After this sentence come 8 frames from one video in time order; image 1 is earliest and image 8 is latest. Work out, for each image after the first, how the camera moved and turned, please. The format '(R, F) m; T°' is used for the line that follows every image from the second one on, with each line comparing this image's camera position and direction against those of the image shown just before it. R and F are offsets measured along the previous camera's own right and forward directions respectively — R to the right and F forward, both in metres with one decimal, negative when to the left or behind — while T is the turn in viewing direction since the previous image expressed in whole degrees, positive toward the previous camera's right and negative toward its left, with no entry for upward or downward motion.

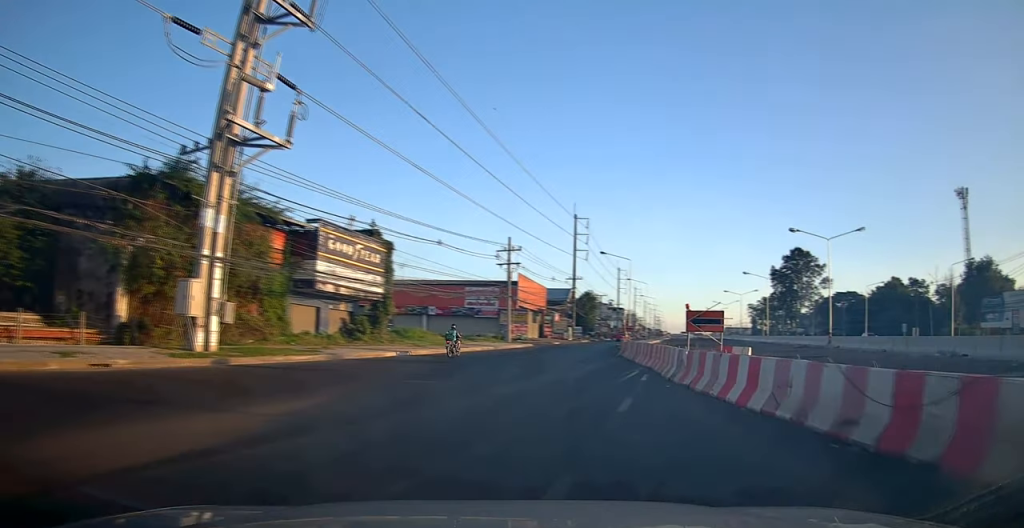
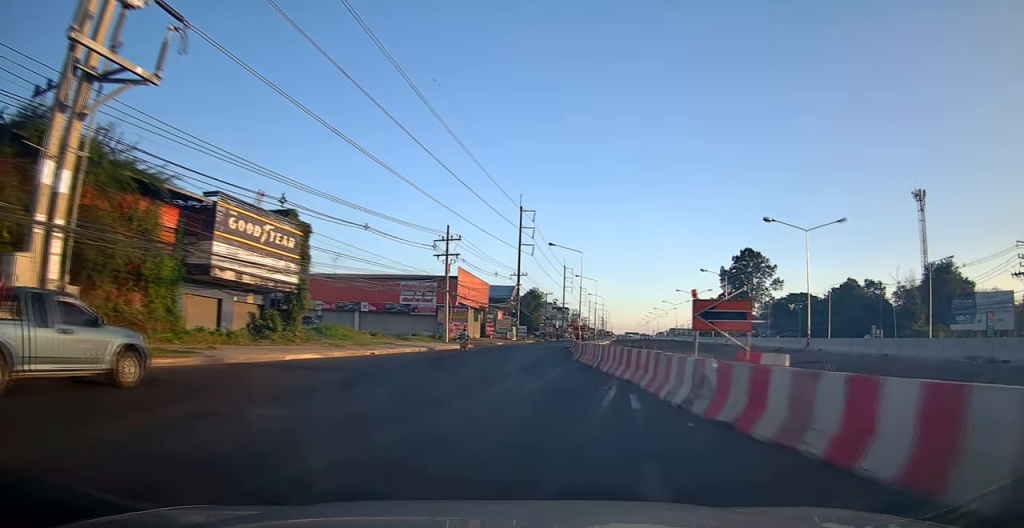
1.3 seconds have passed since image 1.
(+0.9, +5.6) m; +9°
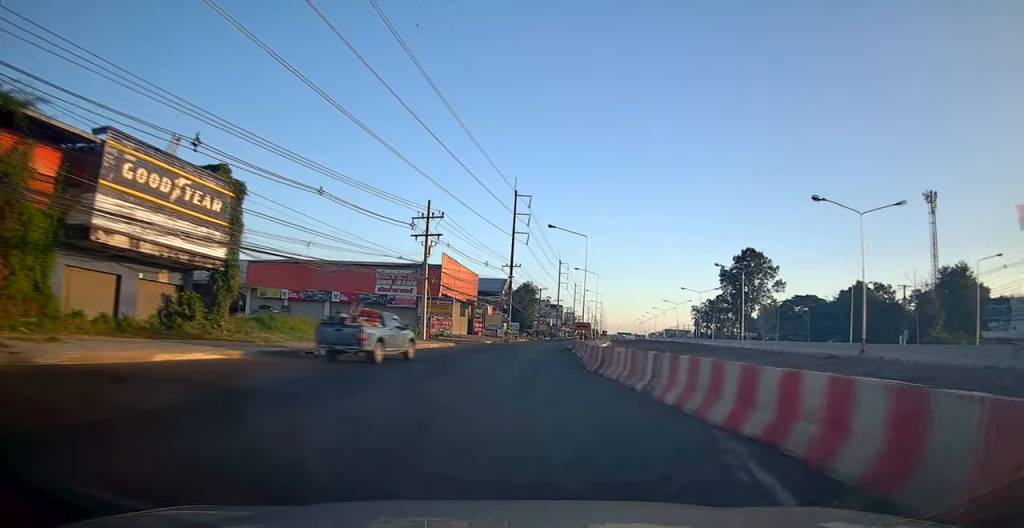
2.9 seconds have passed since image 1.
(-0.2, +7.9) m; -2°
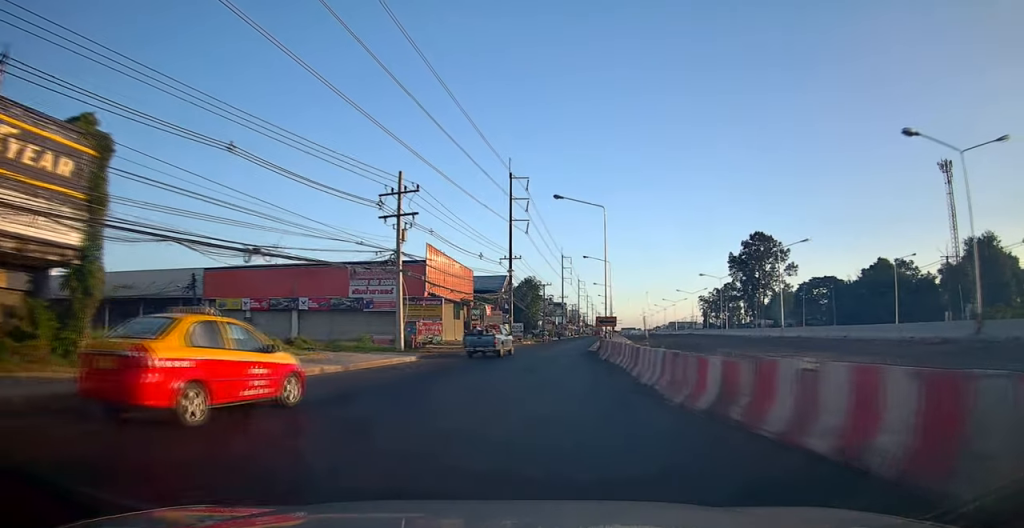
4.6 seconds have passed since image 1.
(-0.2, +9.5) m; +1°
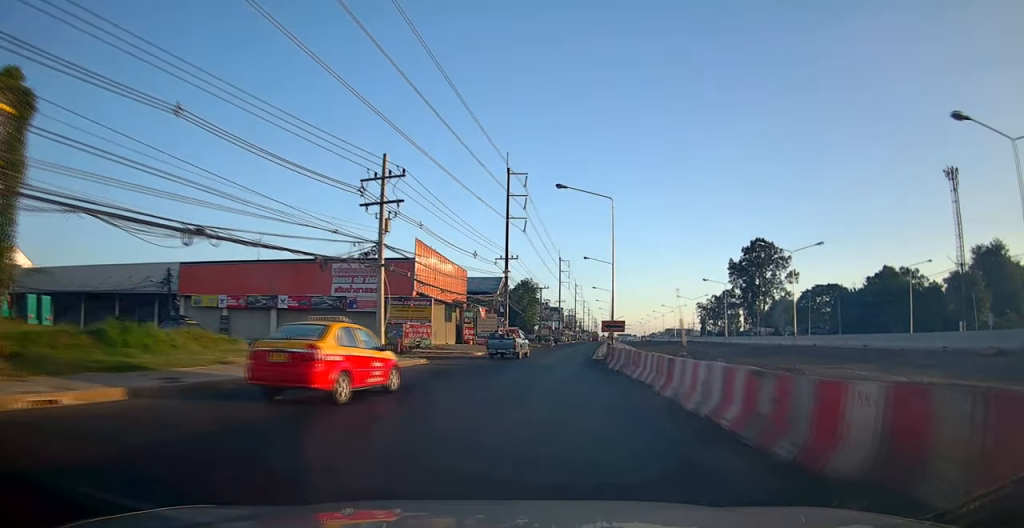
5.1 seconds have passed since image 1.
(-0.1, +3.6) m; +2°
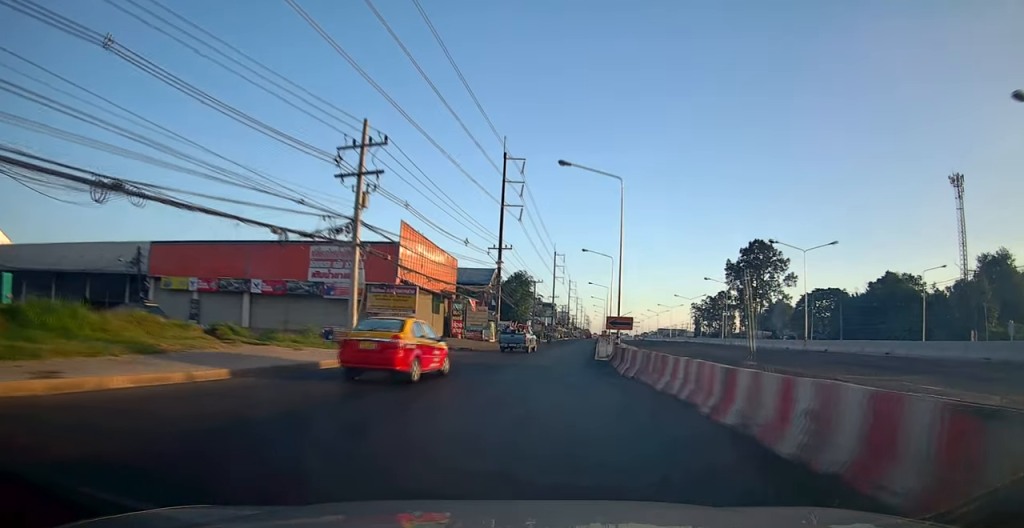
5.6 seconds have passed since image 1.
(+0.3, +3.7) m; -1°
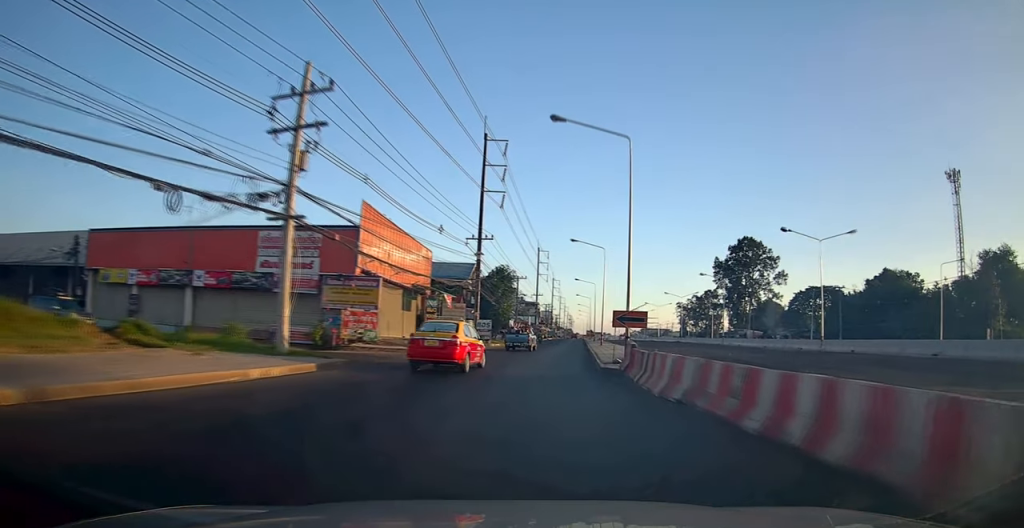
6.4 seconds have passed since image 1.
(-0.1, +5.7) m; +1°
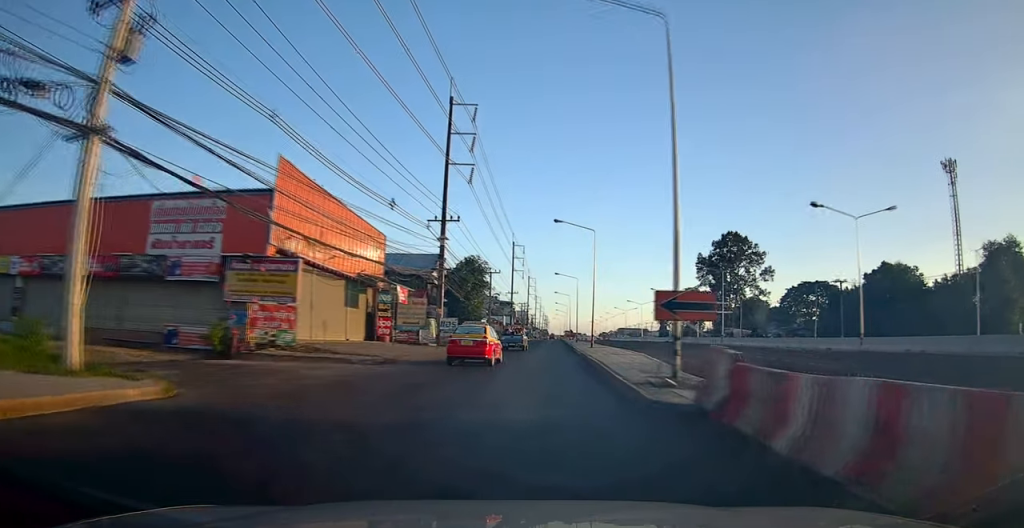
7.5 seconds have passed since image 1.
(+0.2, +9.0) m; +4°
